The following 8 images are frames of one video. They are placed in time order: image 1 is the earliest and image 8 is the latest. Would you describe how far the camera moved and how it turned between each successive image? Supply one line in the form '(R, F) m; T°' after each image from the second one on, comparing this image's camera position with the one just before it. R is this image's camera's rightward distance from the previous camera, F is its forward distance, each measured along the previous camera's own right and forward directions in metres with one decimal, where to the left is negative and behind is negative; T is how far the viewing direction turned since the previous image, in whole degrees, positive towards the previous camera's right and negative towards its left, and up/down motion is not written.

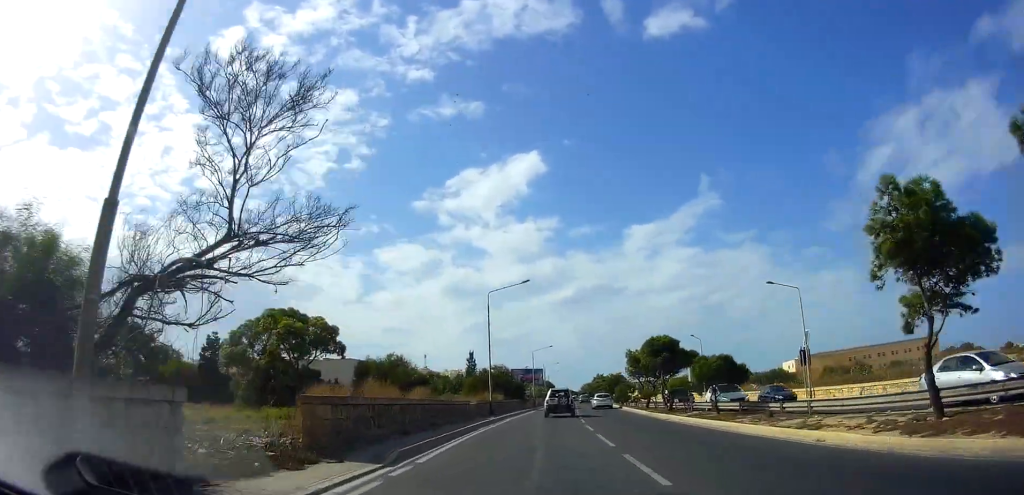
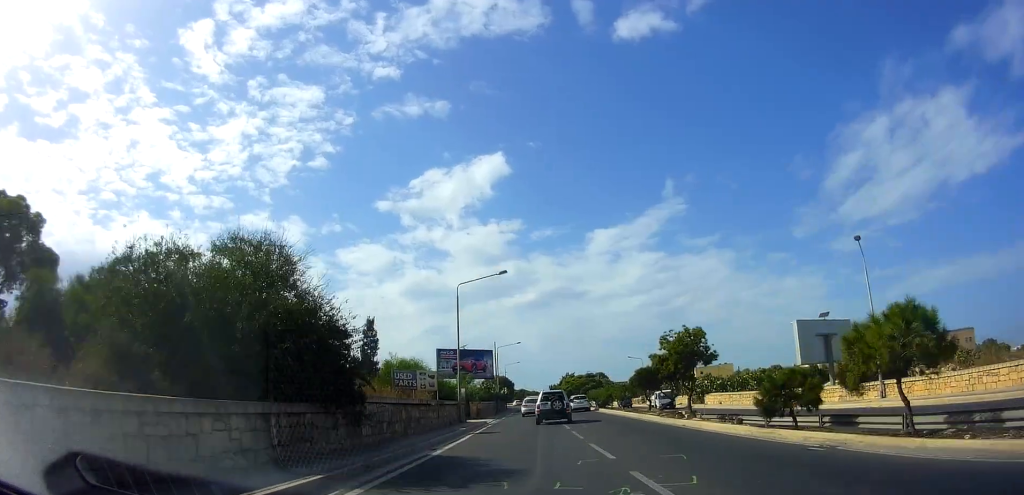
(+1.1, +45.2) m; +2°
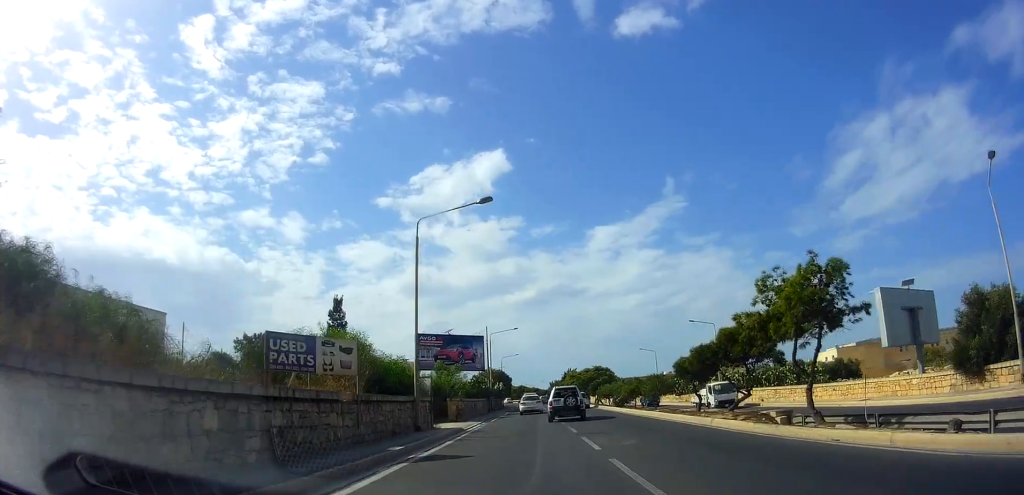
(+0.6, +10.7) m; 0°
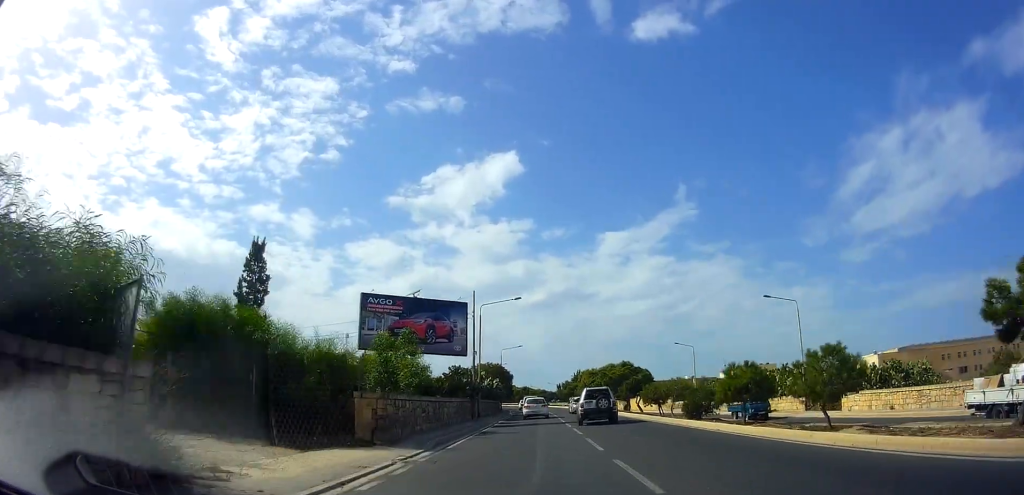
(-0.3, +17.9) m; 0°
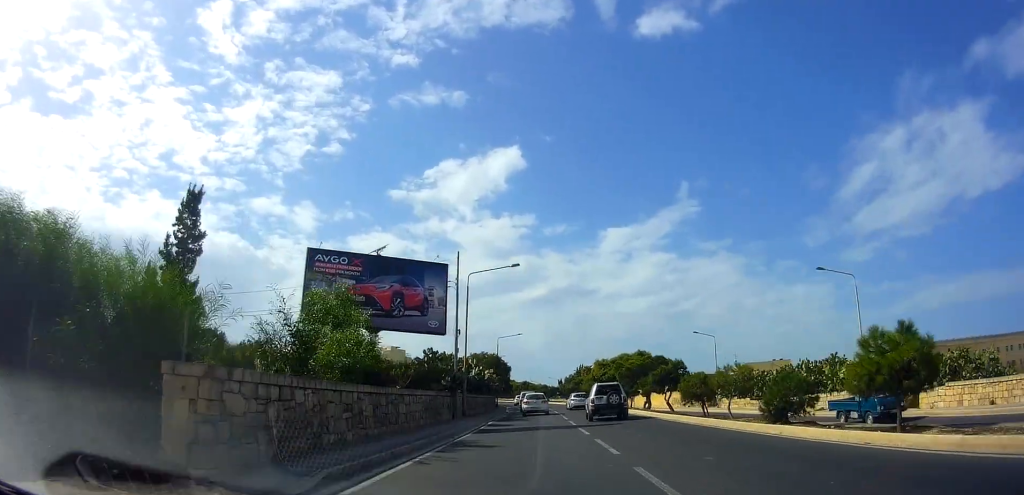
(+0.1, +8.2) m; 0°
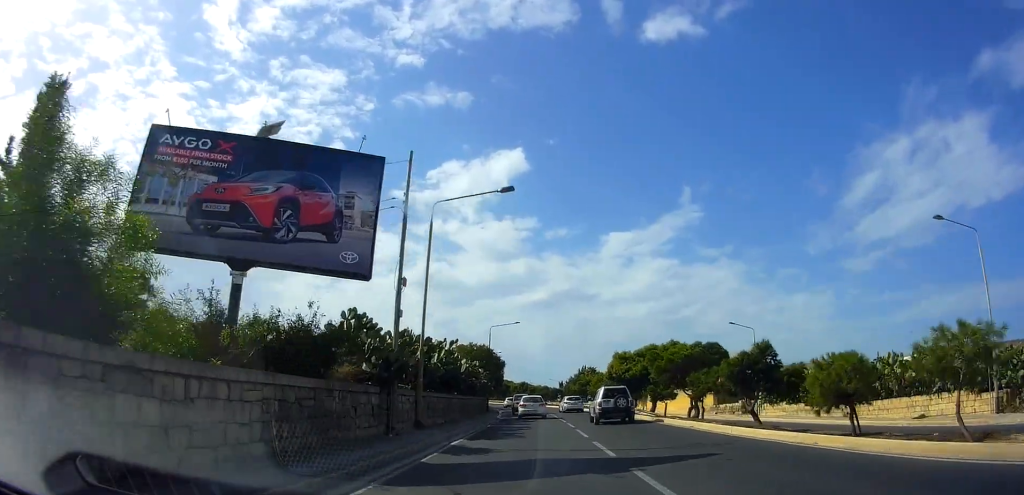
(+0.5, +11.6) m; 0°
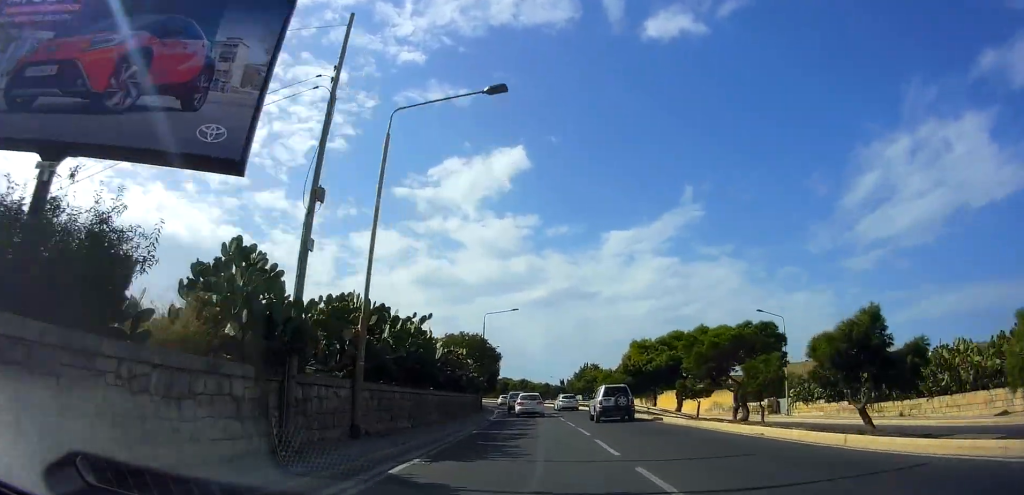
(-0.4, +6.4) m; 0°
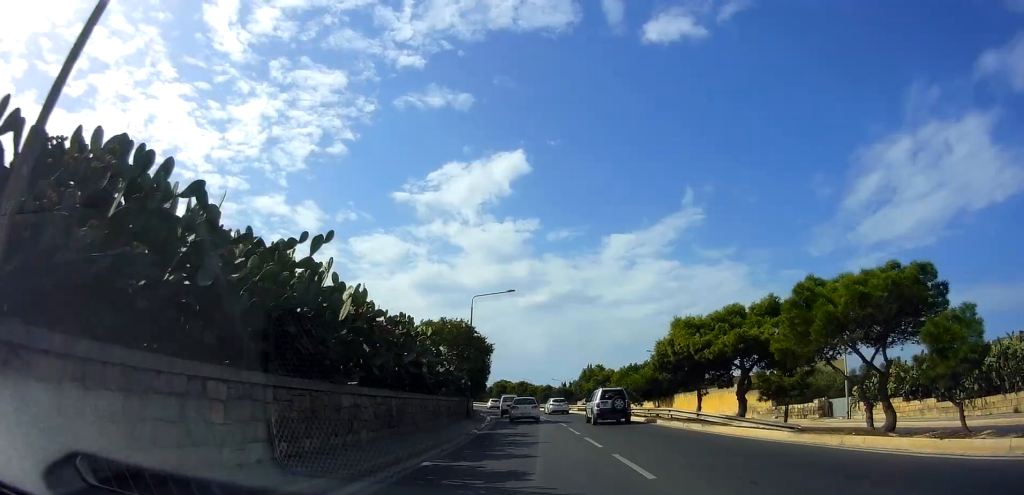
(-0.3, +9.3) m; 0°
